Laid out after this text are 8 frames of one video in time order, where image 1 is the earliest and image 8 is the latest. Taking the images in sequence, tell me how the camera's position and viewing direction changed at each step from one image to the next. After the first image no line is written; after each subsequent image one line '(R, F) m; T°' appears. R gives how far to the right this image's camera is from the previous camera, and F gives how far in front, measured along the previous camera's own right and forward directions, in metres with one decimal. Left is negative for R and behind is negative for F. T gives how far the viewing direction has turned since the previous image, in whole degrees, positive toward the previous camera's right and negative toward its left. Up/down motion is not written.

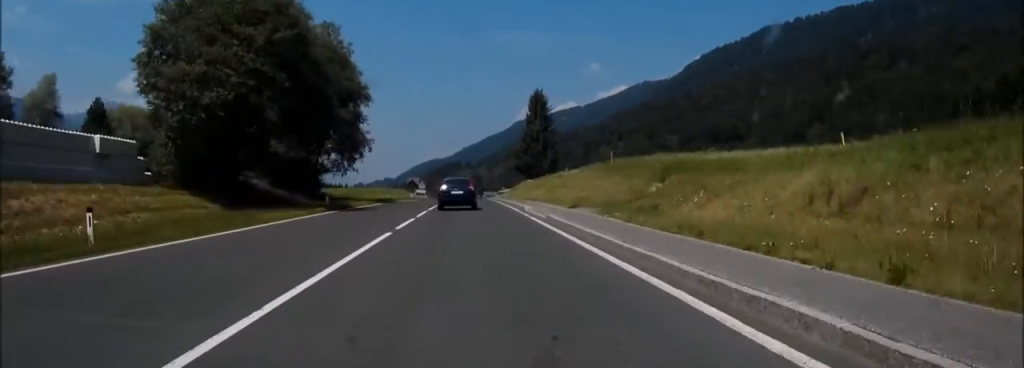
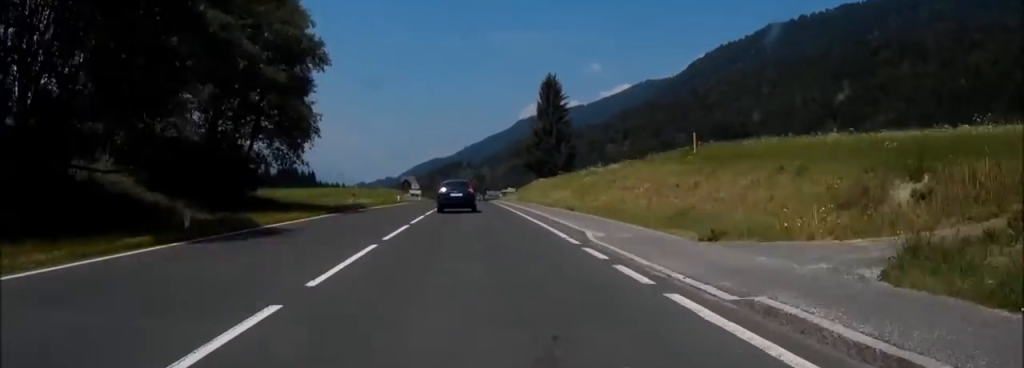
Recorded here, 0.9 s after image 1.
(+0.1, +20.0) m; 0°
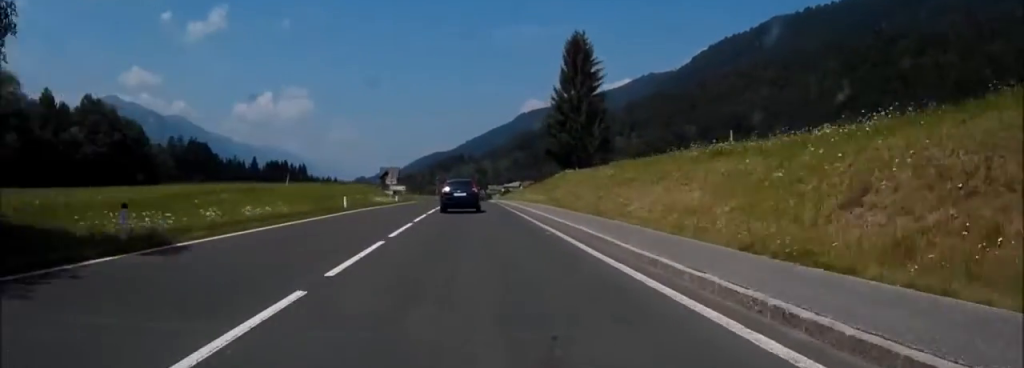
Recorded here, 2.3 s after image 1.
(+0.1, +33.0) m; 0°
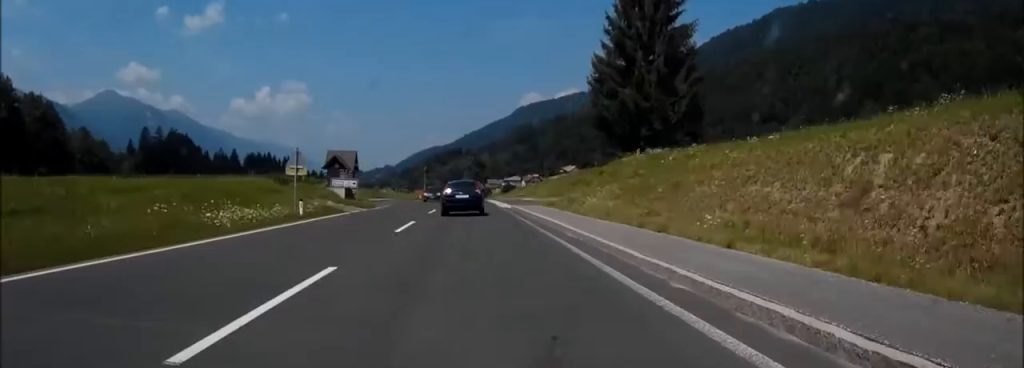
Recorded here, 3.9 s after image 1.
(+0.1, +39.2) m; 0°
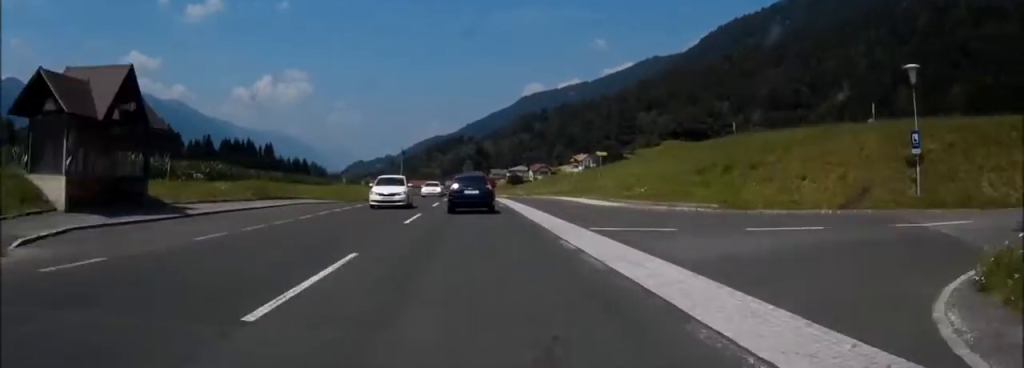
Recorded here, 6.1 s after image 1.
(+0.1, +47.6) m; 0°
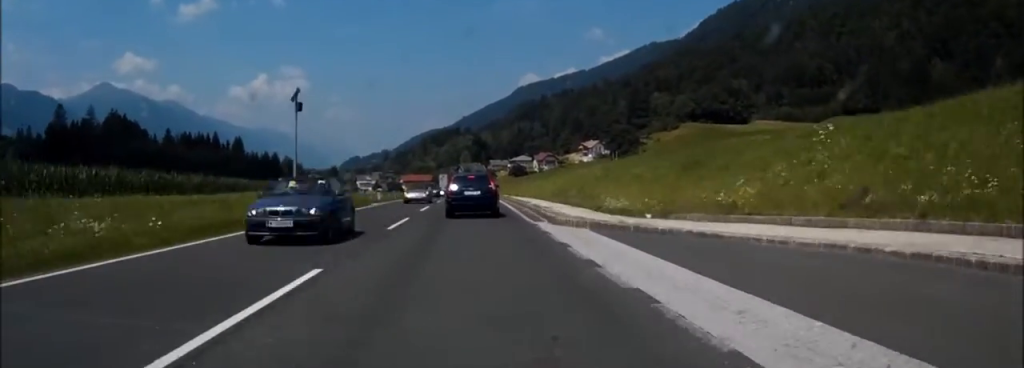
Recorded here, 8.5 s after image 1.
(+0.1, +47.3) m; 0°
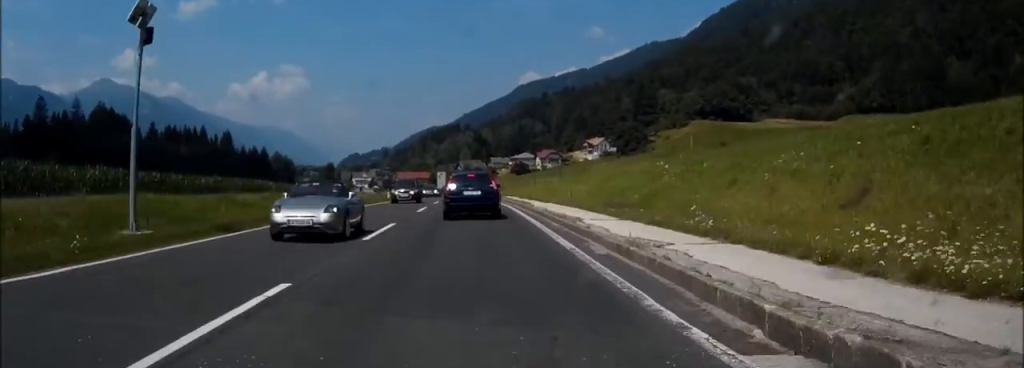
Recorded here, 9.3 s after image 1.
(0.0, +15.9) m; 0°
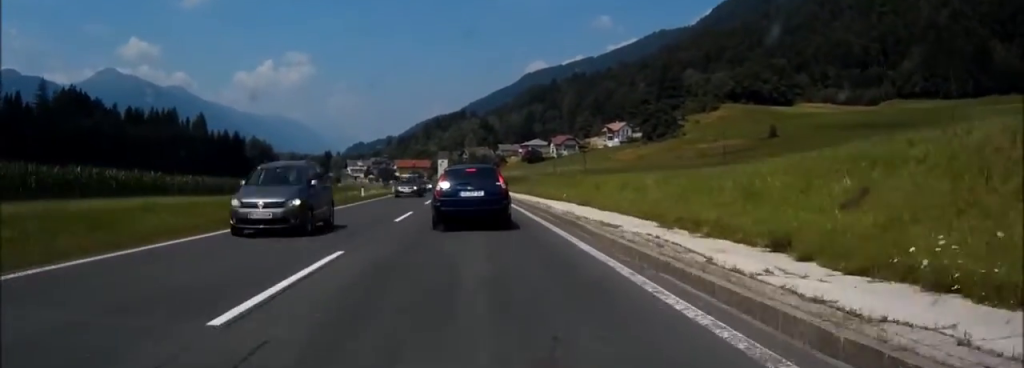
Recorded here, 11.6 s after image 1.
(-0.2, +34.3) m; -1°
